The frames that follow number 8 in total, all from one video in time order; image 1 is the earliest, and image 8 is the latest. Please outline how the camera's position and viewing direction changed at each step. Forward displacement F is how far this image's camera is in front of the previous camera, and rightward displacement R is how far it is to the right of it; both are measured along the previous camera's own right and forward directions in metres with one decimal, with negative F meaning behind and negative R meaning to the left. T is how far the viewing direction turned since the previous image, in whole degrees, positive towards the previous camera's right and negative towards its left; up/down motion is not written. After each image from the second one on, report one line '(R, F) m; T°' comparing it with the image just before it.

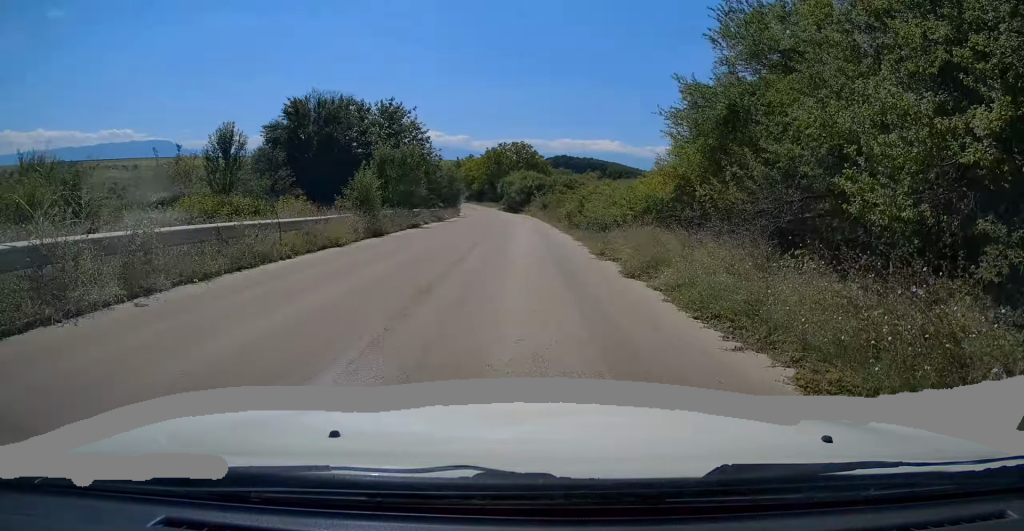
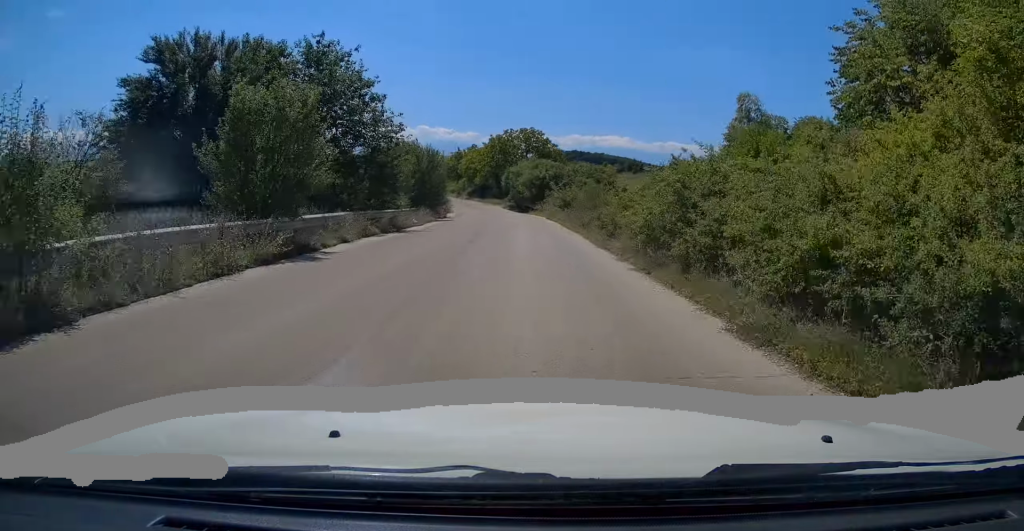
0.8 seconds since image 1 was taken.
(+0.3, +15.2) m; 0°
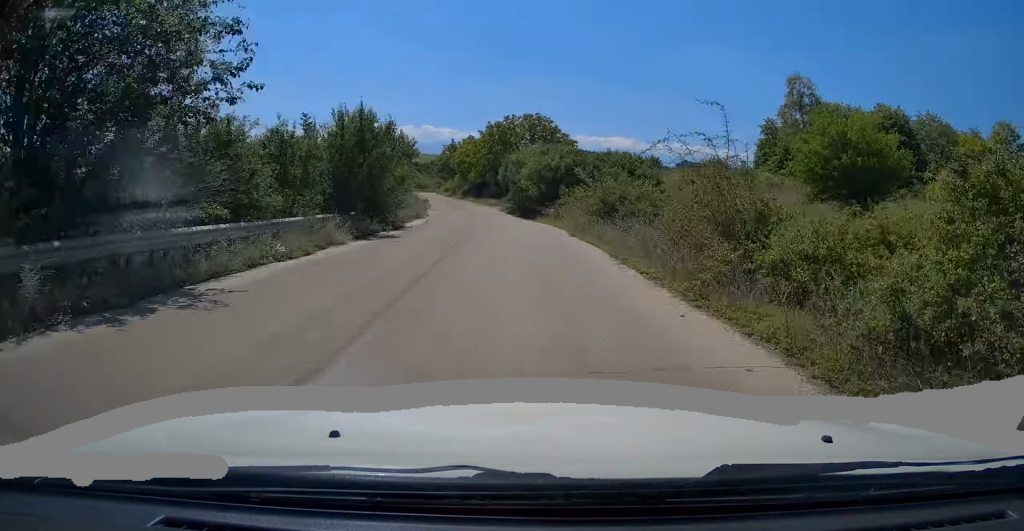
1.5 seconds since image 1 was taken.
(-0.2, +15.4) m; -1°
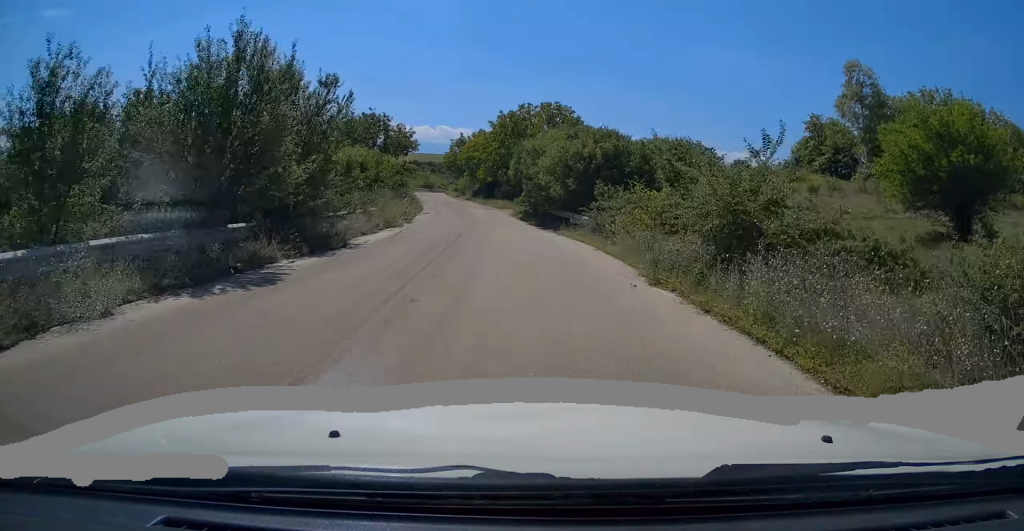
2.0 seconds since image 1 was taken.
(0.0, +10.0) m; -1°
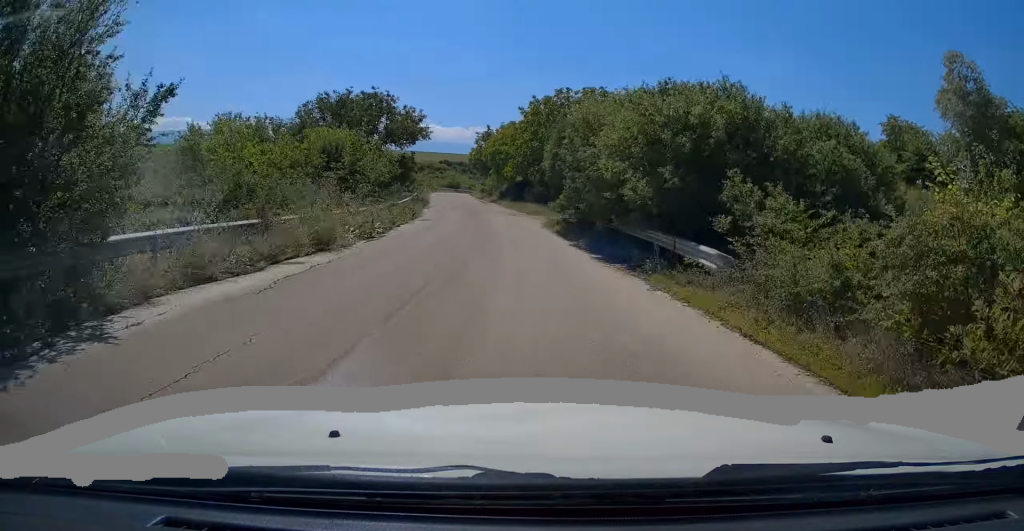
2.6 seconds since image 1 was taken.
(-0.1, +11.4) m; -2°
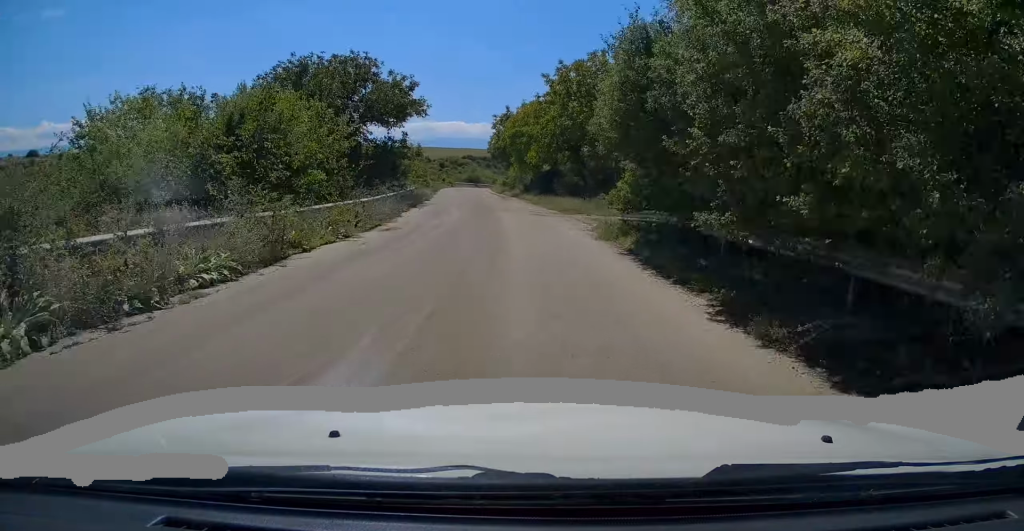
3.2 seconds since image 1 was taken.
(-0.1, +11.4) m; -2°
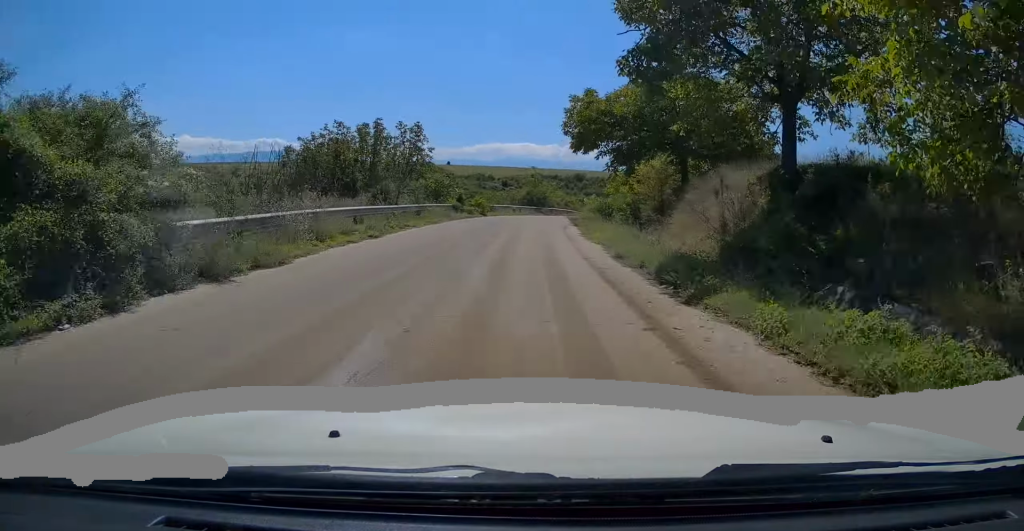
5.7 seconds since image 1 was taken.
(-3.4, +50.4) m; -6°
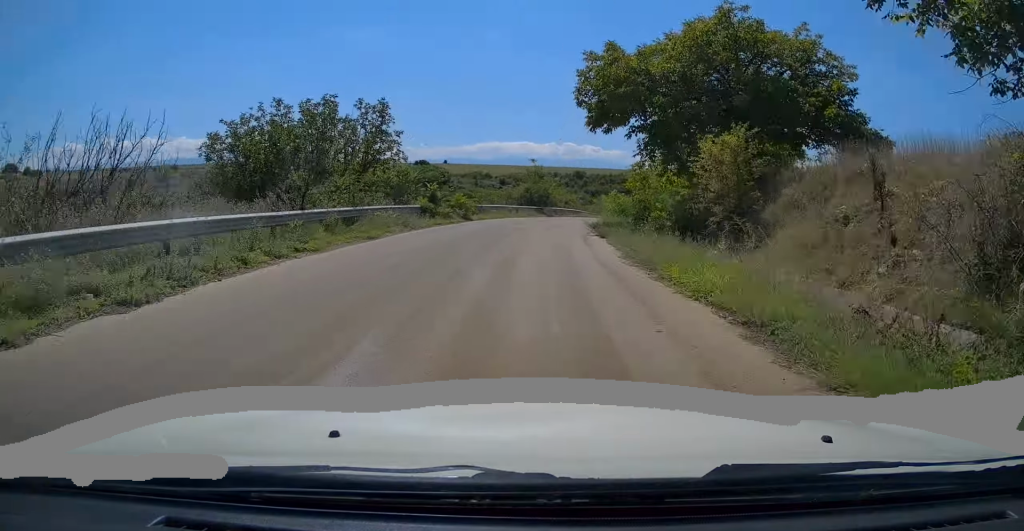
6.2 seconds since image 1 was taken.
(0.0, +10.4) m; 0°
